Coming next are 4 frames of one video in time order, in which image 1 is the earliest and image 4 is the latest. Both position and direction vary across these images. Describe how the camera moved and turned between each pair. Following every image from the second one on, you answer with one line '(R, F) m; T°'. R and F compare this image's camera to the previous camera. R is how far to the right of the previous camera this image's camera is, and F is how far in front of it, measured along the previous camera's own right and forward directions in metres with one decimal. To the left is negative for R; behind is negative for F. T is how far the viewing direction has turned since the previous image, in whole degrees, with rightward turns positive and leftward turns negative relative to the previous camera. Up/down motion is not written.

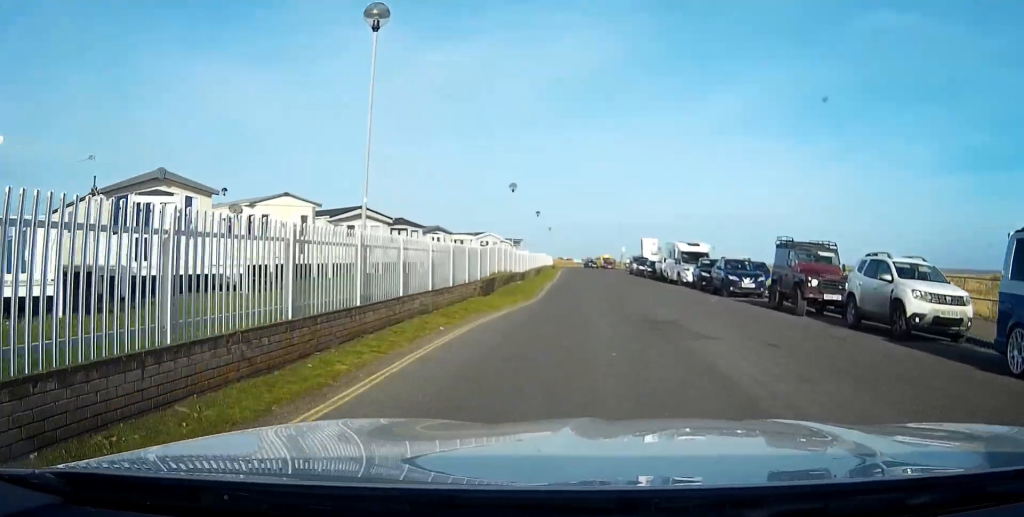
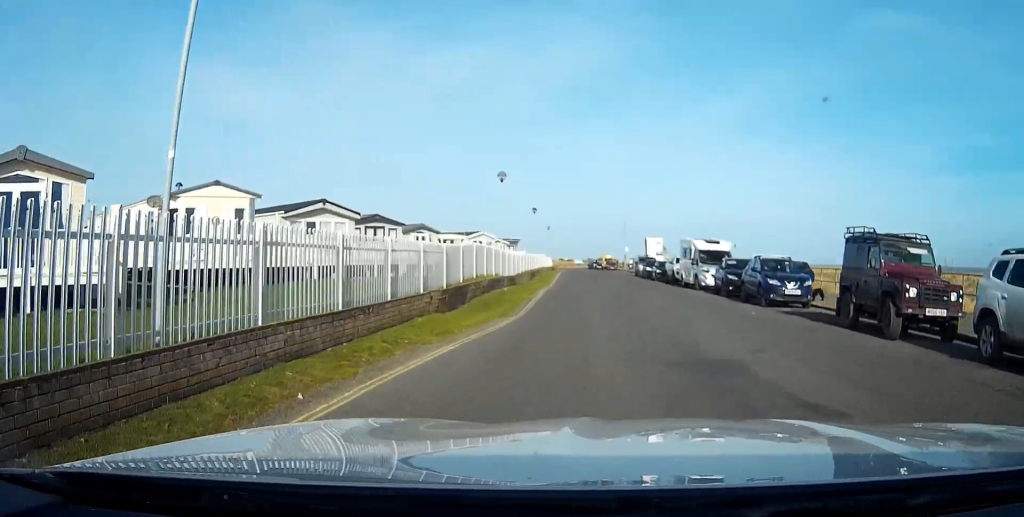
(0.0, +6.5) m; 0°
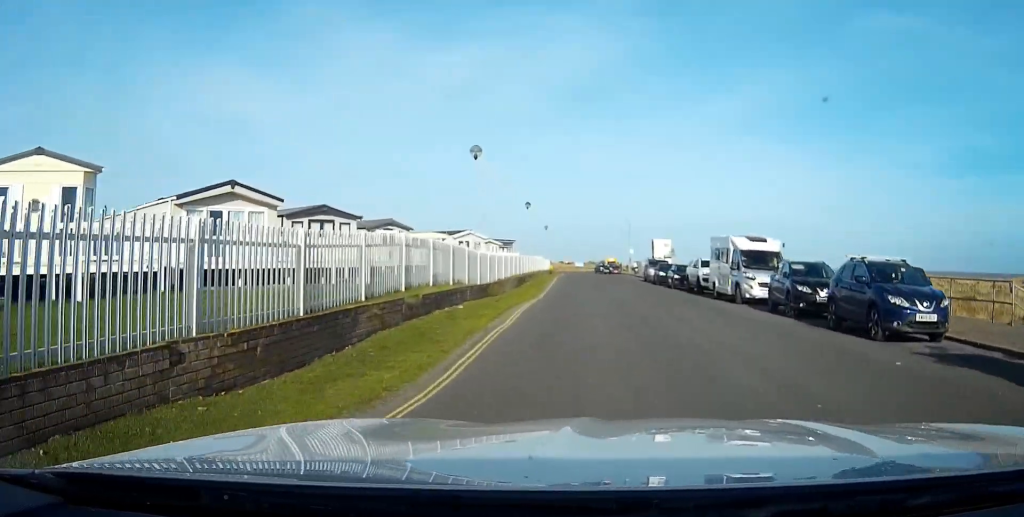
(0.0, +10.0) m; 0°
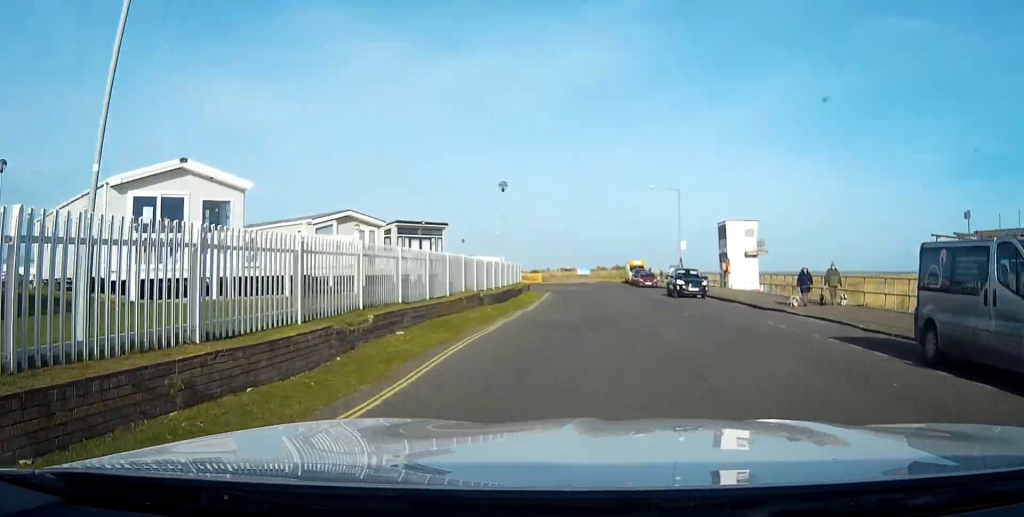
(-0.3, +53.8) m; -1°
